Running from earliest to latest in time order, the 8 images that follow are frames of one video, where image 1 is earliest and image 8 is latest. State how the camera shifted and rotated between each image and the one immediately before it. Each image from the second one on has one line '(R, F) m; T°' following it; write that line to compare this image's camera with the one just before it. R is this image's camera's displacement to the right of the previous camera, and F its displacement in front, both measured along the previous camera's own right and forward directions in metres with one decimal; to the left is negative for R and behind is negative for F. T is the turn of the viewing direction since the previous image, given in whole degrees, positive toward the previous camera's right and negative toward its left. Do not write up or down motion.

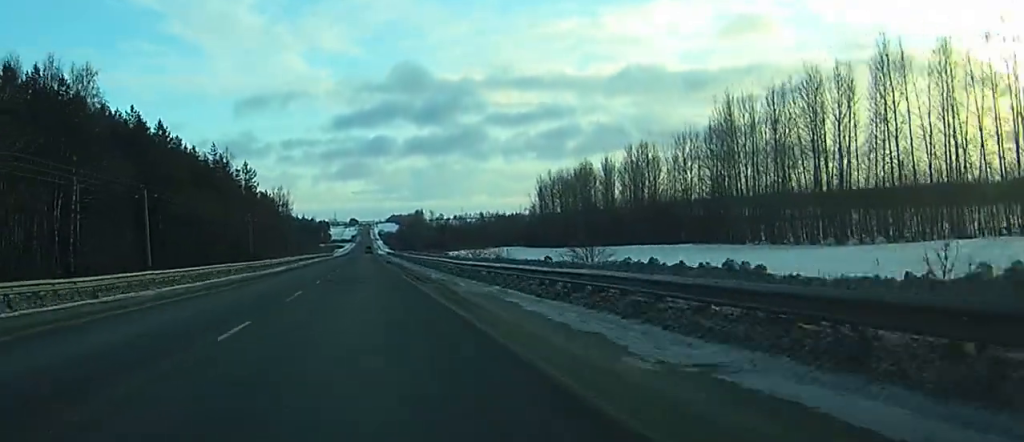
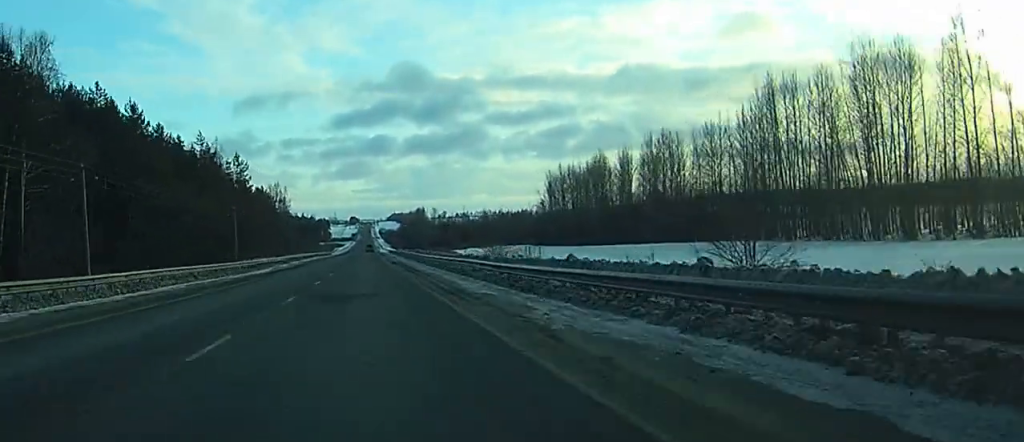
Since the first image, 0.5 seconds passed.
(0.0, +14.6) m; 0°
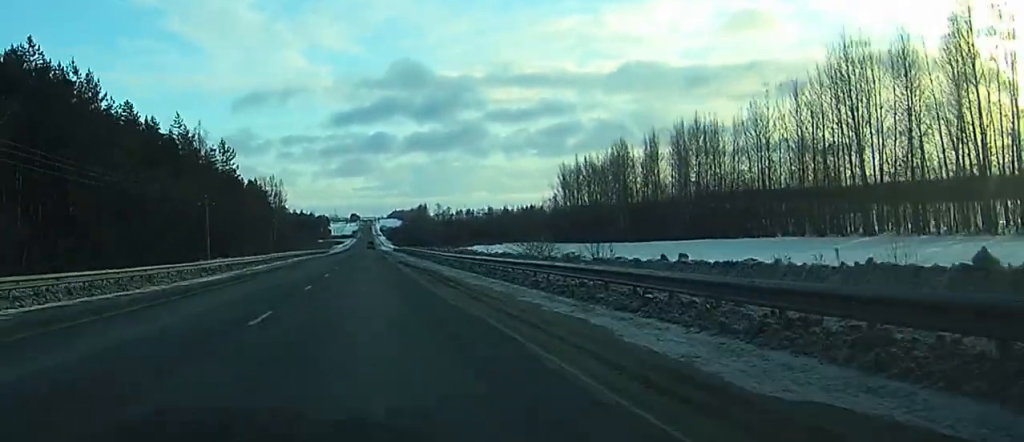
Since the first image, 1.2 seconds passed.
(0.0, +19.5) m; 0°
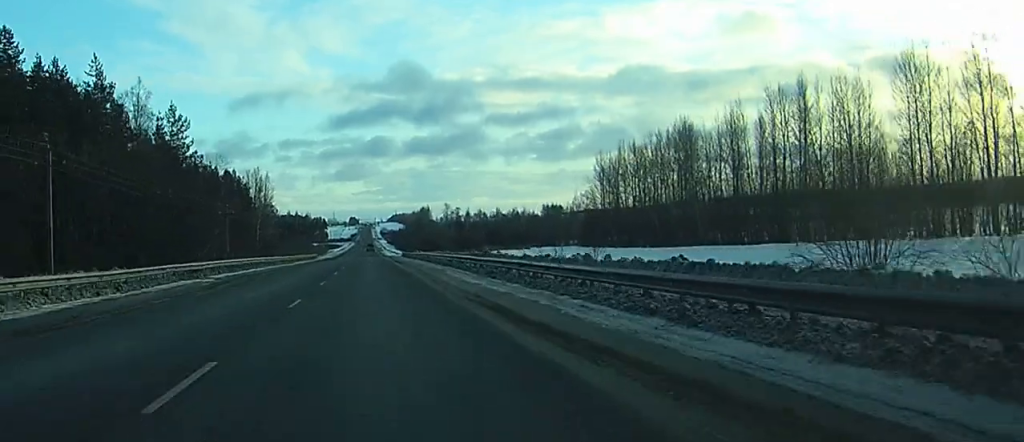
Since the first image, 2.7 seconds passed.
(-0.2, +44.0) m; 0°
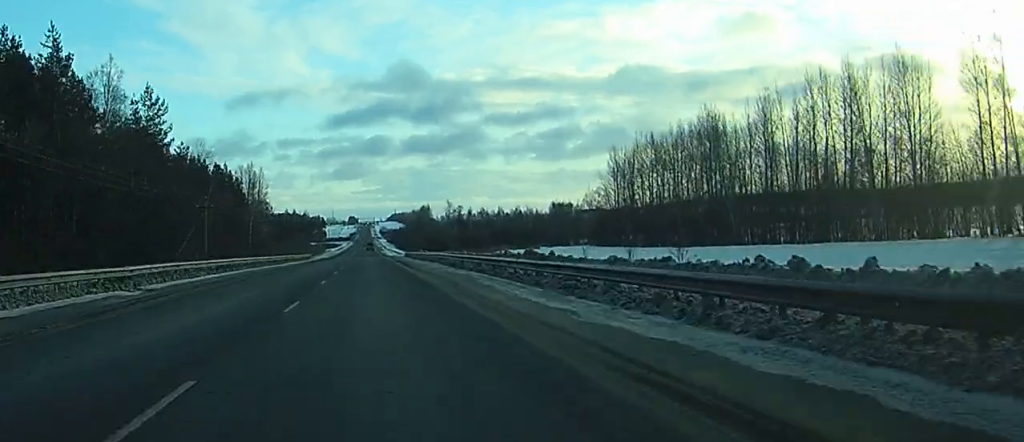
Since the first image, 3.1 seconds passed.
(0.0, +13.6) m; 0°
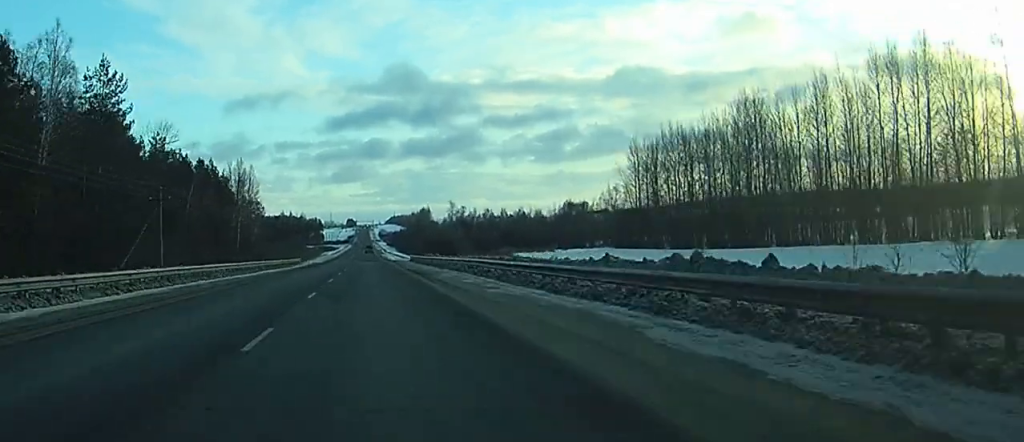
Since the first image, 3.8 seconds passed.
(0.0, +18.5) m; 0°
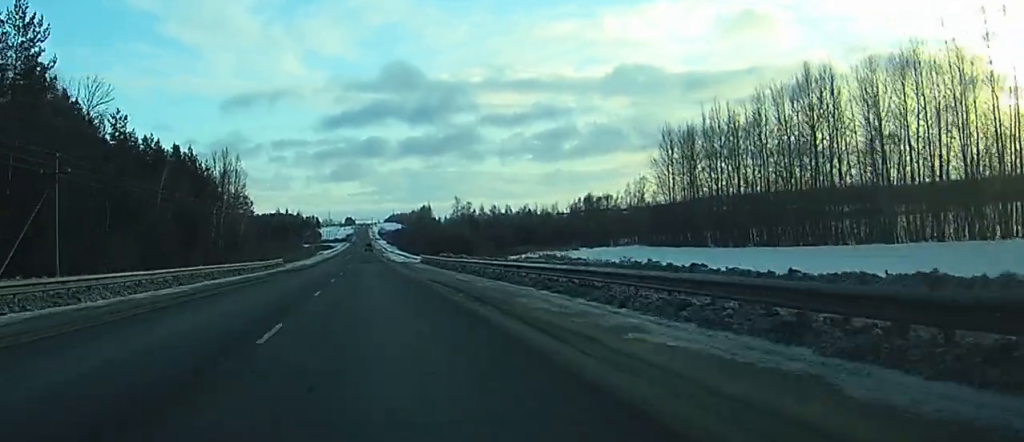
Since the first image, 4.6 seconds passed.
(0.0, +23.2) m; 0°
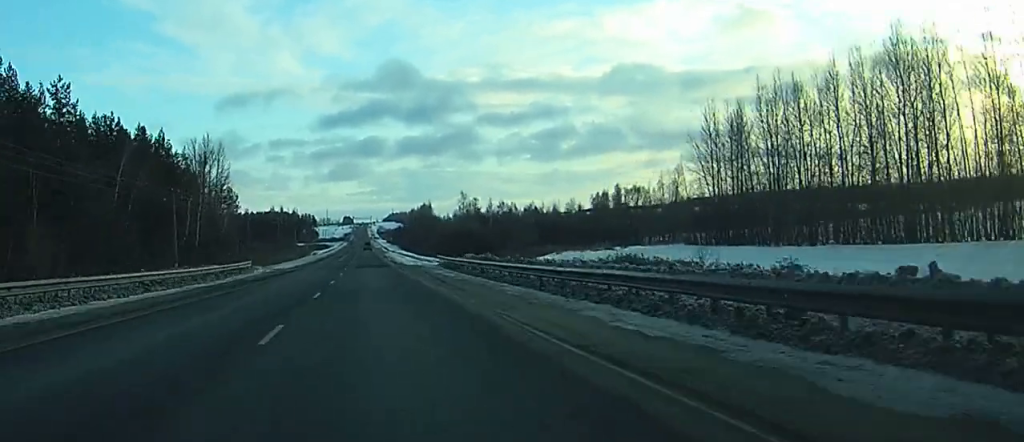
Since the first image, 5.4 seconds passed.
(+0.1, +24.0) m; 0°
